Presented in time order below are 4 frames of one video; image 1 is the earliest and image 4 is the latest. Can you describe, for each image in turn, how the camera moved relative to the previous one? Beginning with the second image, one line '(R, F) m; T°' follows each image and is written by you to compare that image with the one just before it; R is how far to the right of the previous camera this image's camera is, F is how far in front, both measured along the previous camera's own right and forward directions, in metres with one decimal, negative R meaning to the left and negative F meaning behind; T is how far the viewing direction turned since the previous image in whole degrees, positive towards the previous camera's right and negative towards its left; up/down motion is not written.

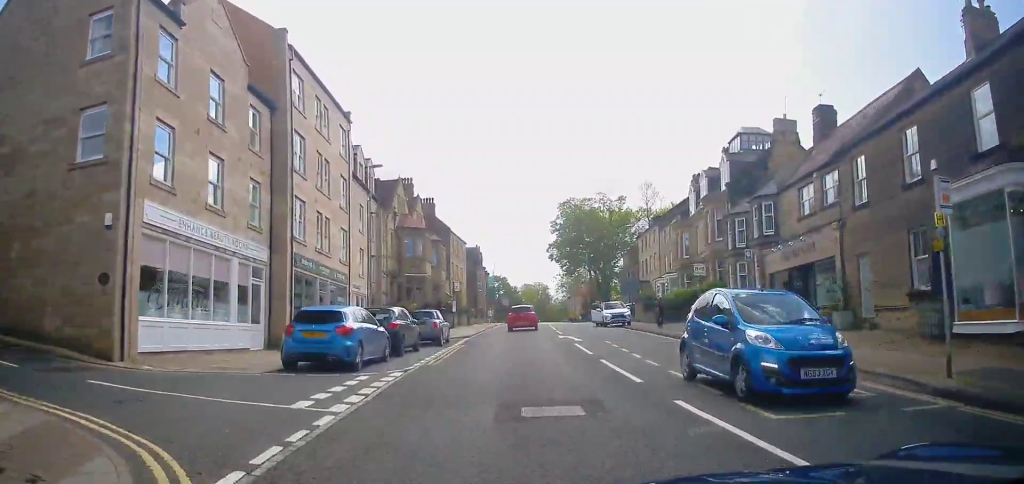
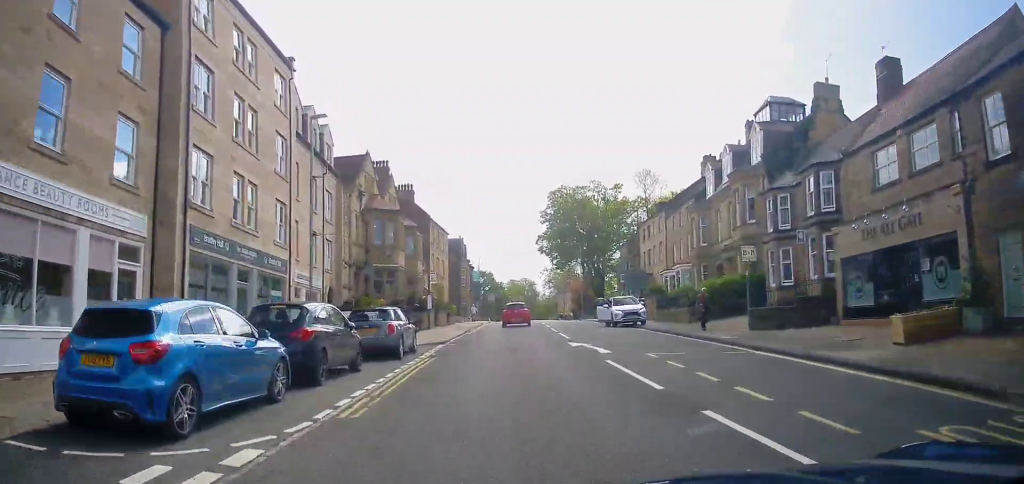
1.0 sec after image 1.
(+0.2, +7.5) m; +3°
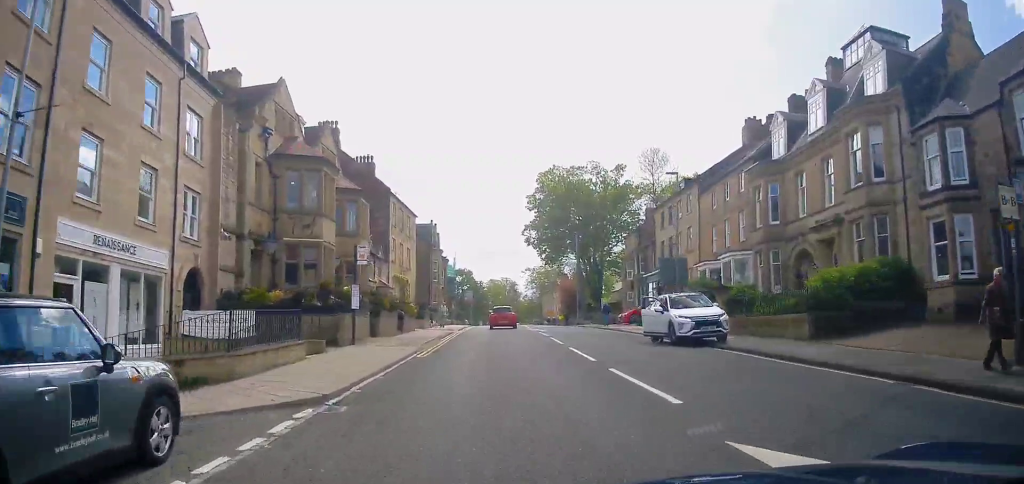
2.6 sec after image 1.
(+0.2, +13.4) m; -1°
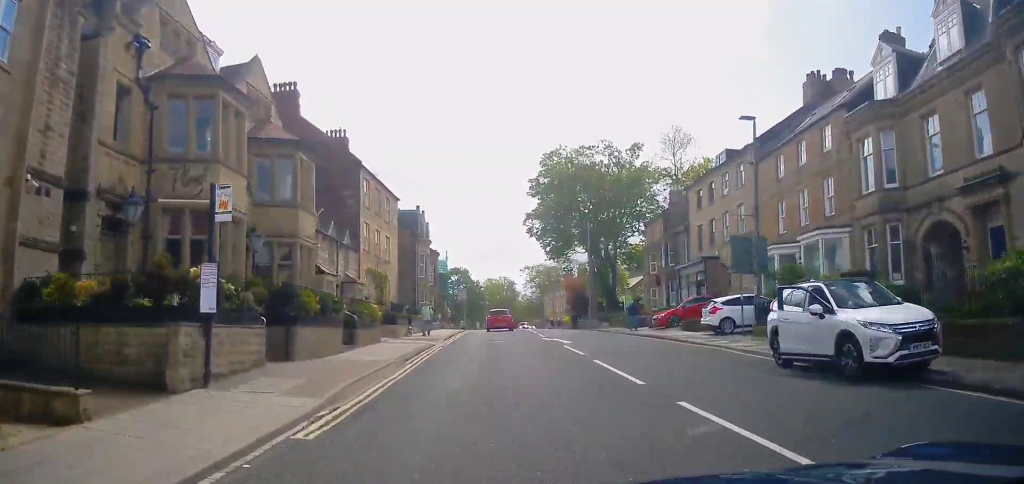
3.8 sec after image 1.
(+0.1, +9.8) m; +3°
